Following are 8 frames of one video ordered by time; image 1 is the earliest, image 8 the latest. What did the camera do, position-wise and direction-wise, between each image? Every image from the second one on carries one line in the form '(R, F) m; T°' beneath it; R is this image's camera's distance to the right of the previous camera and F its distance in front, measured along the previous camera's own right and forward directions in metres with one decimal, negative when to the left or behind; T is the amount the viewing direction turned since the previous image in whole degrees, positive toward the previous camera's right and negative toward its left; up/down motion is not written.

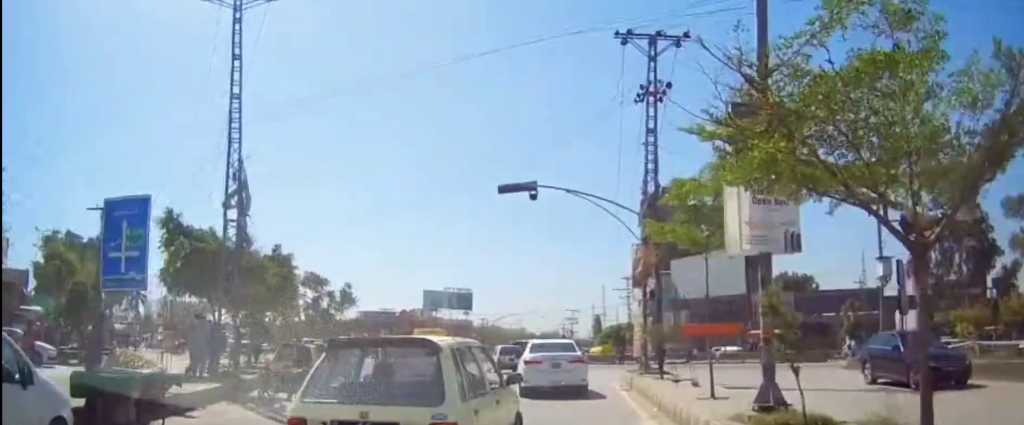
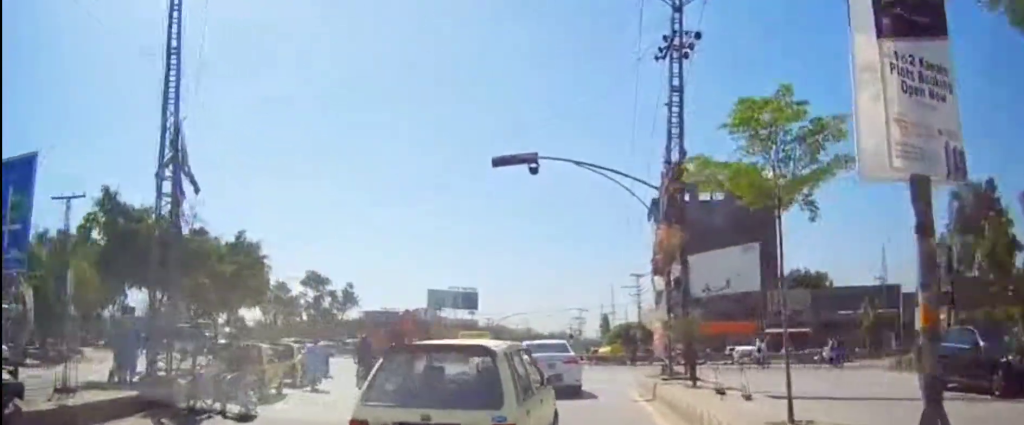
(-0.2, +3.6) m; -3°
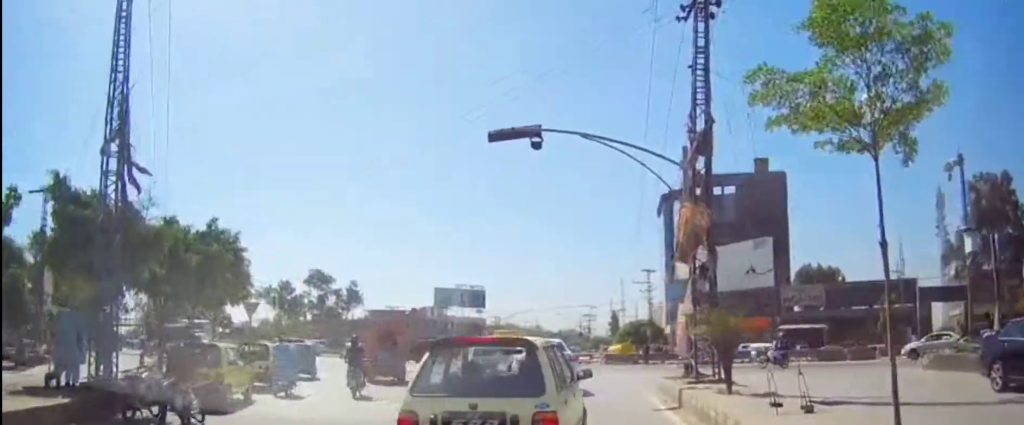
(0.0, +2.6) m; +1°
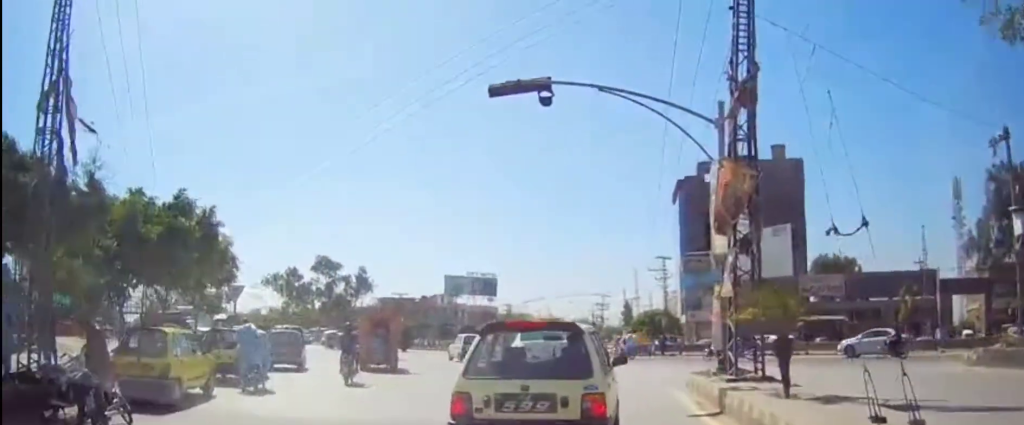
(0.0, +2.5) m; -1°
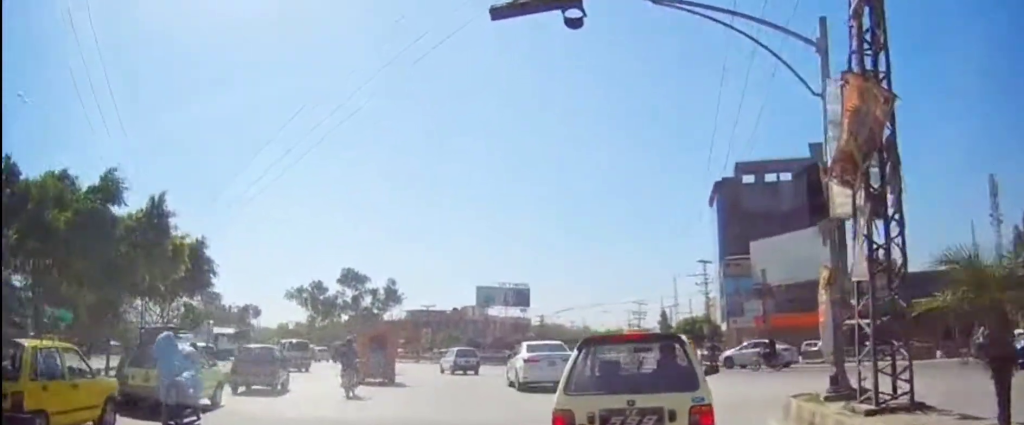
(0.0, +4.6) m; -4°
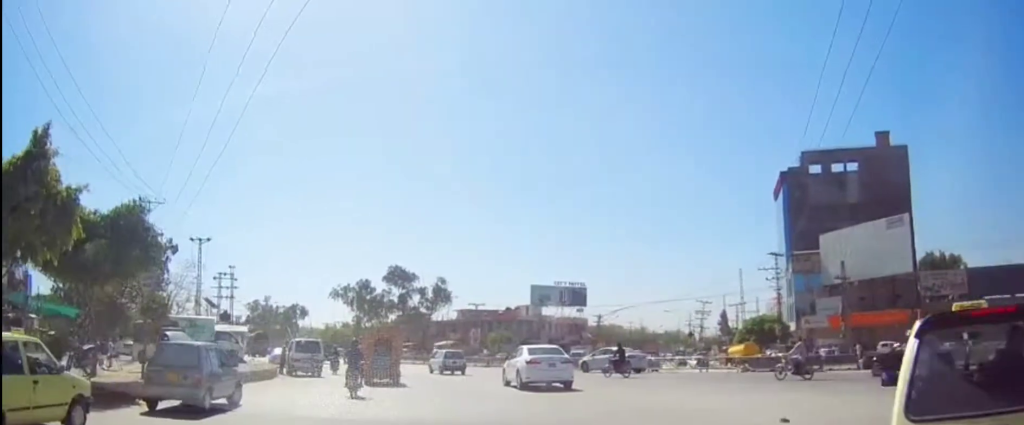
(-0.4, +6.7) m; -2°
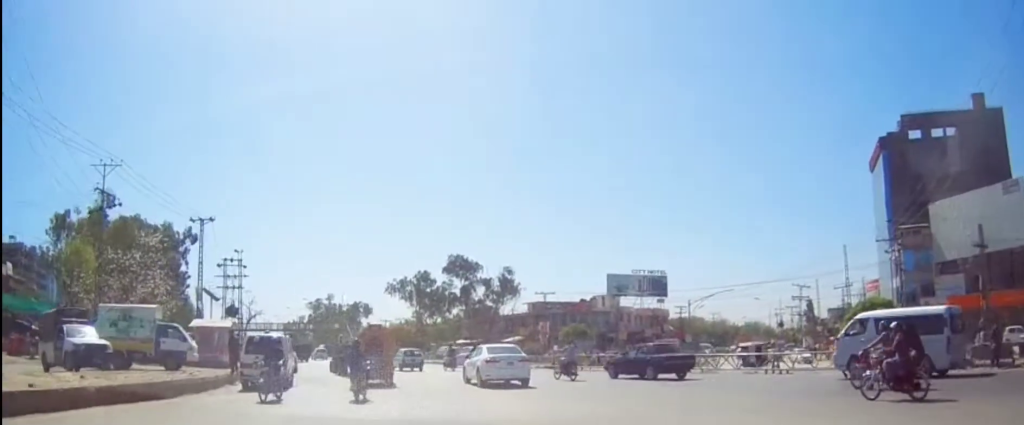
(-0.8, +12.2) m; -9°
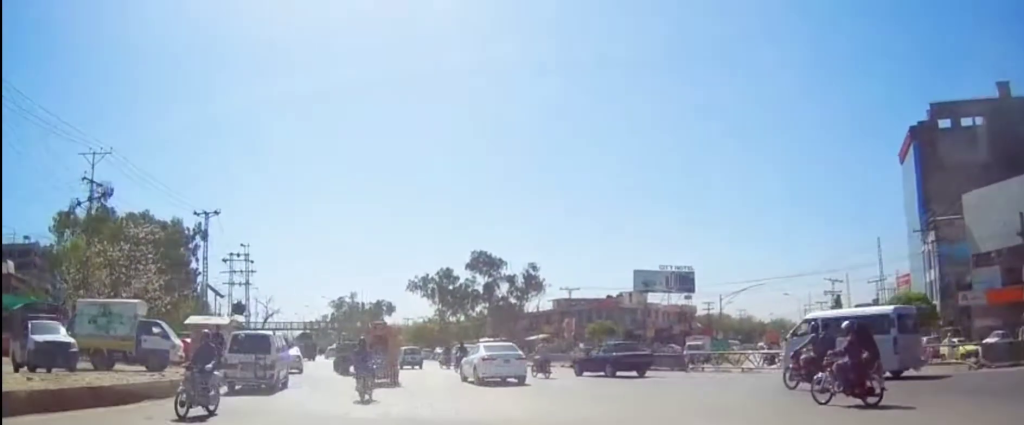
(-0.1, +3.1) m; -2°
